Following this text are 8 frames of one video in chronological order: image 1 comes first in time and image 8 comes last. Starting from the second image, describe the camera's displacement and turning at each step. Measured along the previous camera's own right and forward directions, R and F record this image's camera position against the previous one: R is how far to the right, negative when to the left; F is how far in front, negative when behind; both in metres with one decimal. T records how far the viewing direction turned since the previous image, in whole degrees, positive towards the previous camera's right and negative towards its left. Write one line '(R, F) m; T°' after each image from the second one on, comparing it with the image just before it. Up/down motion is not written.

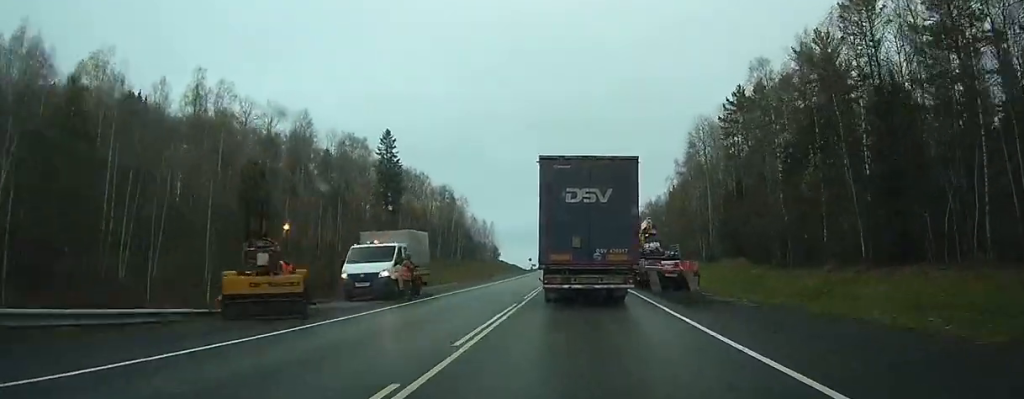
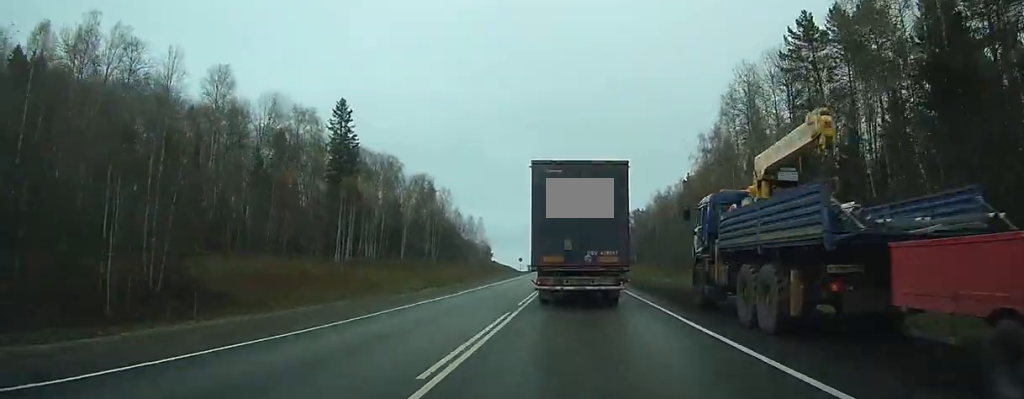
(0.0, +26.4) m; 0°
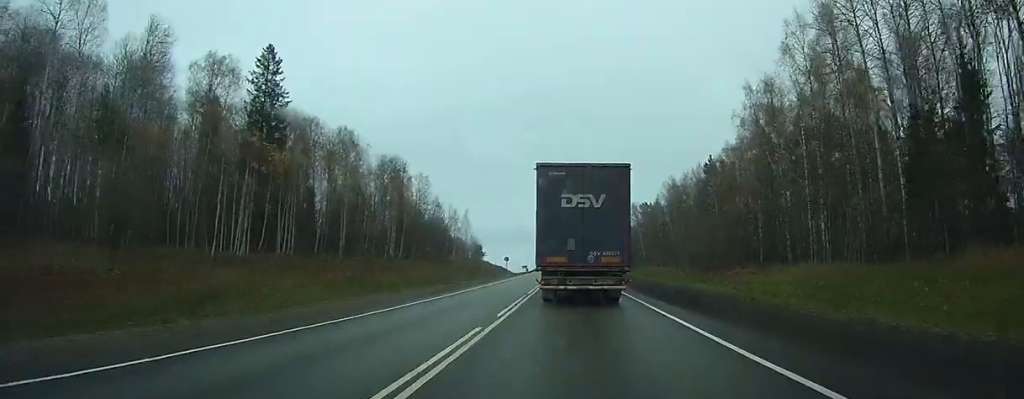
(0.0, +27.6) m; 0°
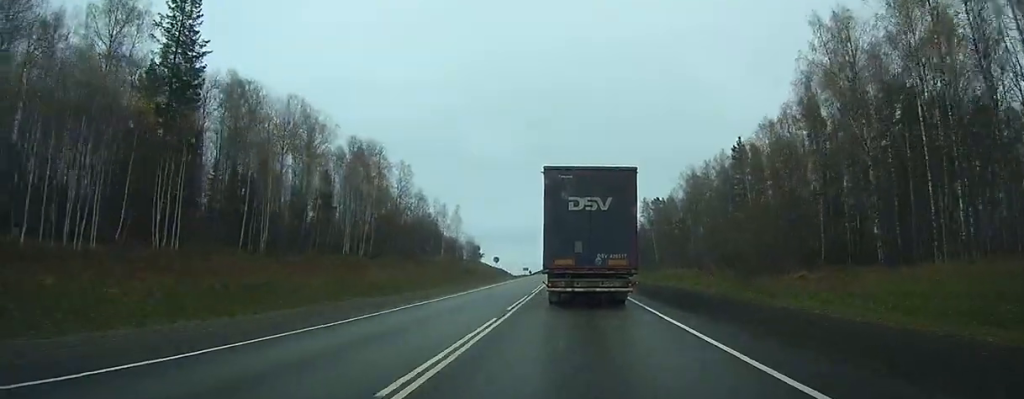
(-0.1, +20.7) m; +1°
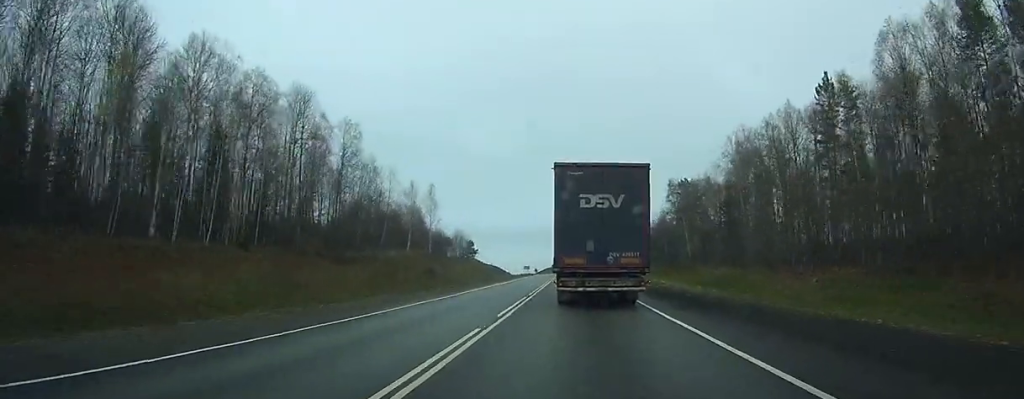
(+0.6, +37.5) m; -1°
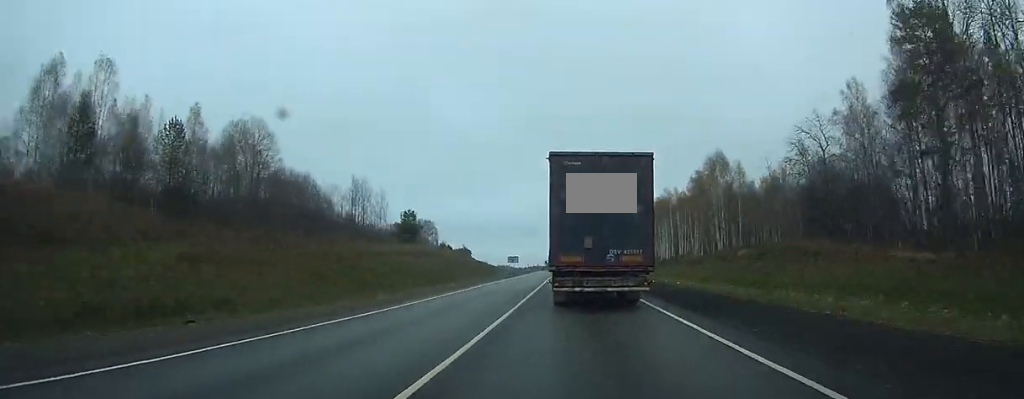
(-4.9, +109.3) m; -2°
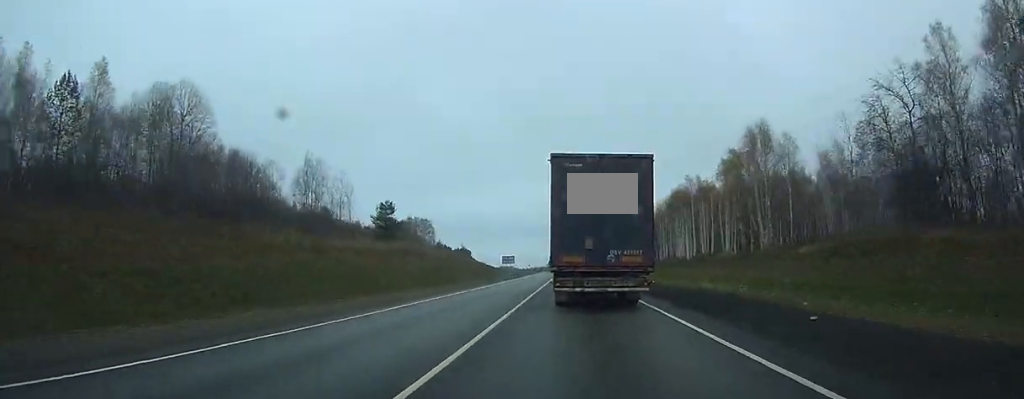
(+0.1, +20.4) m; 0°
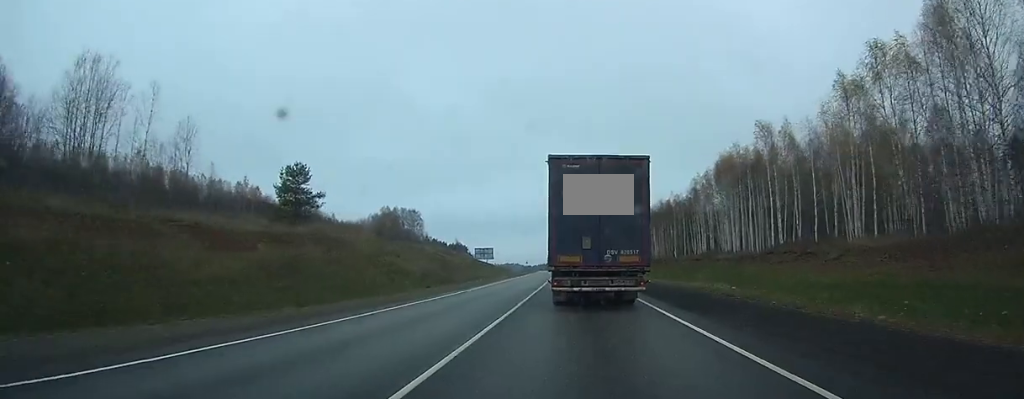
(-0.1, +42.2) m; 0°
